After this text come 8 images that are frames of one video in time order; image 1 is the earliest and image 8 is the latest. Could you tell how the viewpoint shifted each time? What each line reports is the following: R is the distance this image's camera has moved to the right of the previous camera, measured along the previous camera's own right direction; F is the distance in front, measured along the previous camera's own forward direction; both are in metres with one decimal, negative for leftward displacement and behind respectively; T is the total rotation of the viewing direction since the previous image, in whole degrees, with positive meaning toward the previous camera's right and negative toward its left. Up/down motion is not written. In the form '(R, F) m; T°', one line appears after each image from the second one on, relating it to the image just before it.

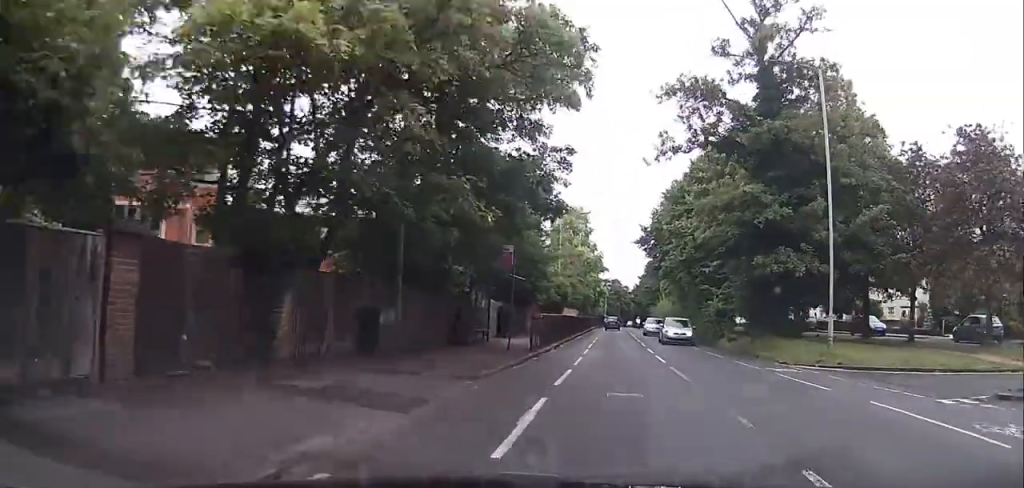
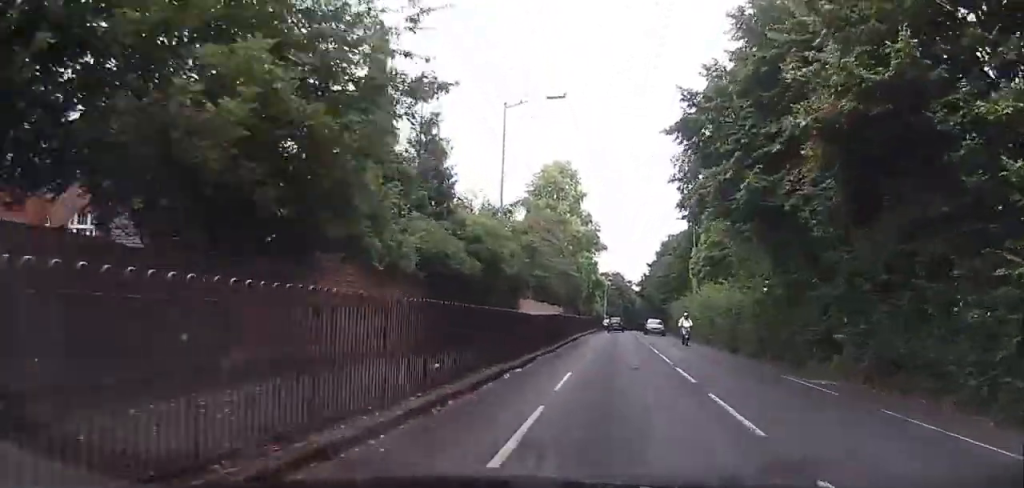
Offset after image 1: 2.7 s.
(+1.1, +29.2) m; +8°
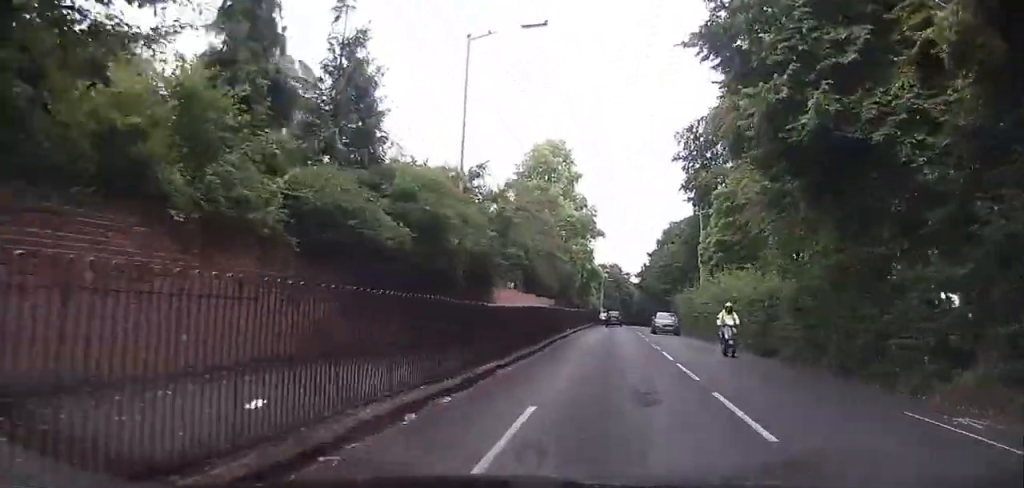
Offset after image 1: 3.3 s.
(+0.1, +7.4) m; -1°
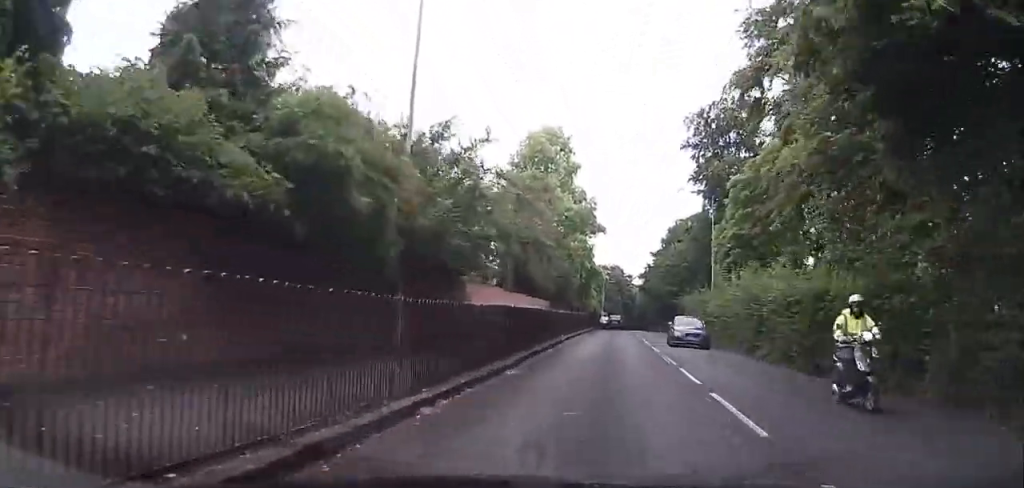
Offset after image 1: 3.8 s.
(-0.1, +6.0) m; -3°
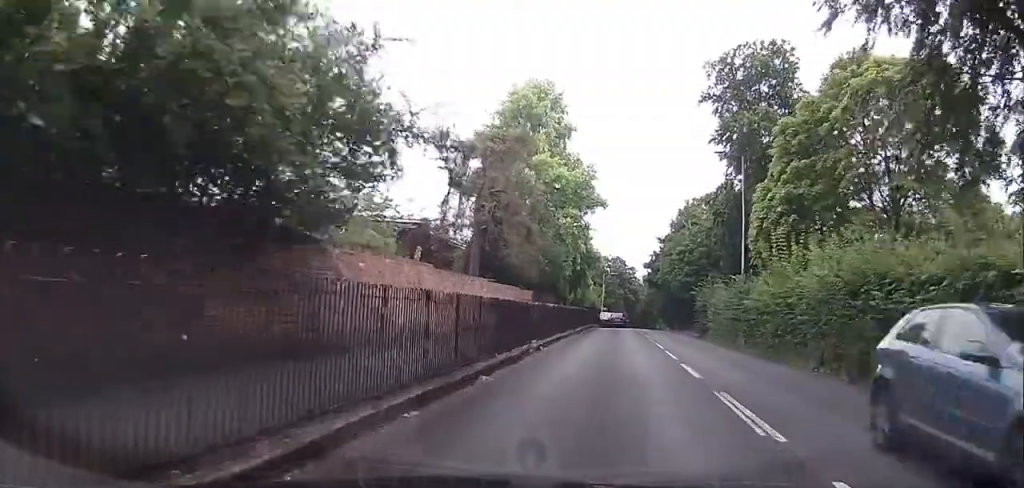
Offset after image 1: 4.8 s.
(-0.7, +11.1) m; -4°
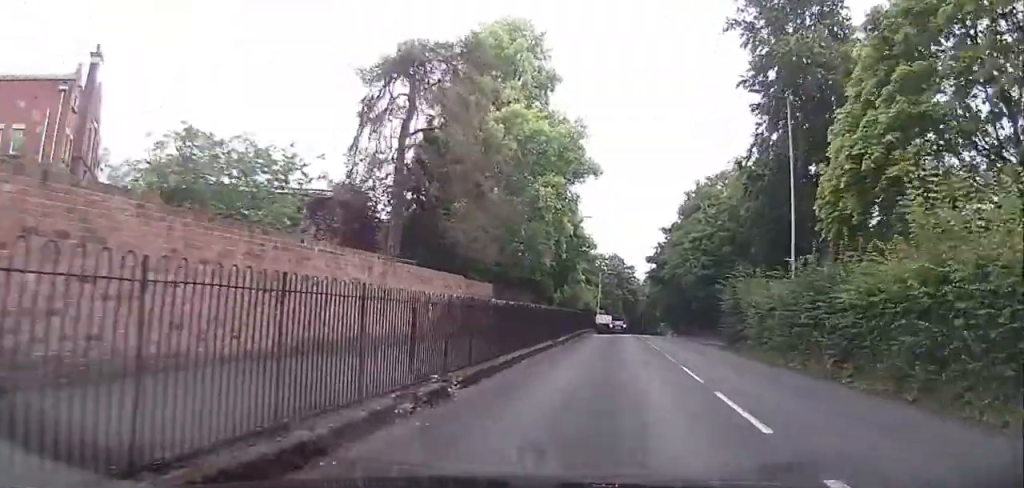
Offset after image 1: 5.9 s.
(+0.1, +11.0) m; +5°
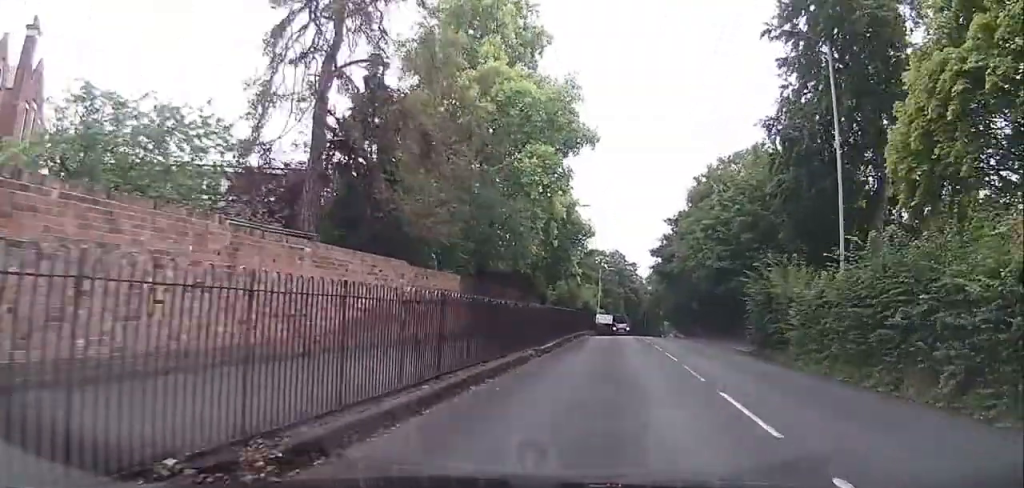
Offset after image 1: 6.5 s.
(+0.6, +7.0) m; +4°
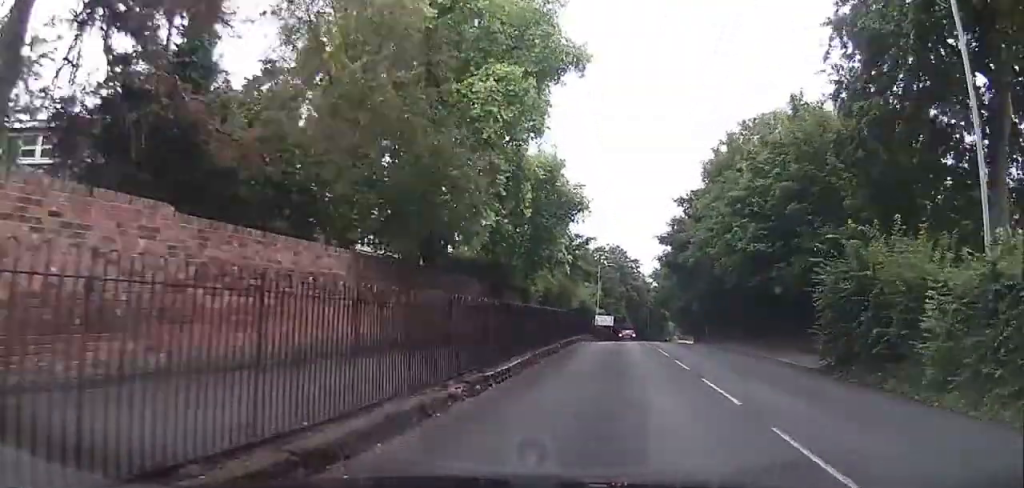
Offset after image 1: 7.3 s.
(-0.2, +10.1) m; -3°
